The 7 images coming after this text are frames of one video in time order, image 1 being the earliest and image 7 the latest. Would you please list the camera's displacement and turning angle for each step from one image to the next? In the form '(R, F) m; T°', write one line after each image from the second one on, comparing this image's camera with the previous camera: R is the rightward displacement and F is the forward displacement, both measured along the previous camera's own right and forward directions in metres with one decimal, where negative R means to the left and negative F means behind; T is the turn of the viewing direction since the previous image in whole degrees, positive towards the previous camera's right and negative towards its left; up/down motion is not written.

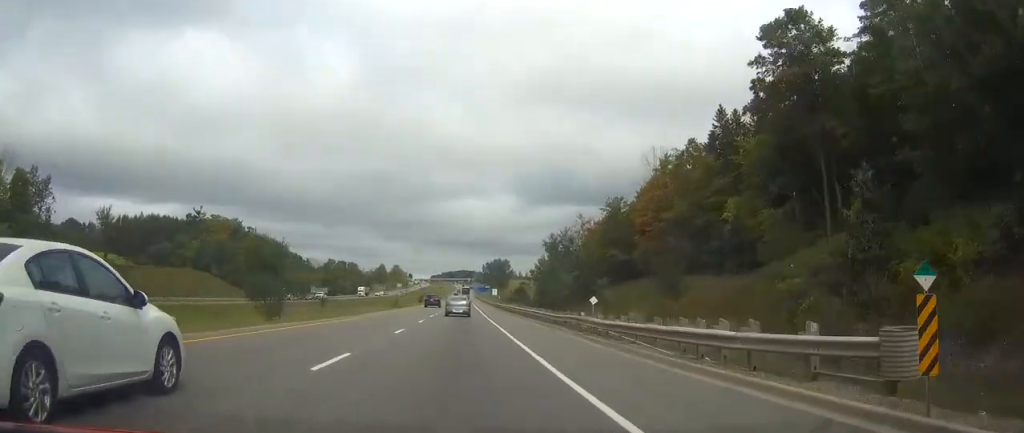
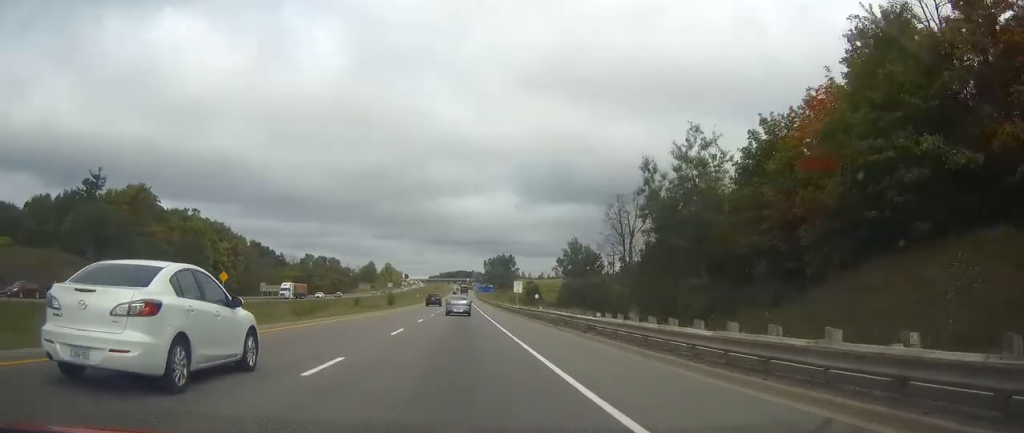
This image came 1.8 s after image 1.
(-0.2, +59.6) m; 0°
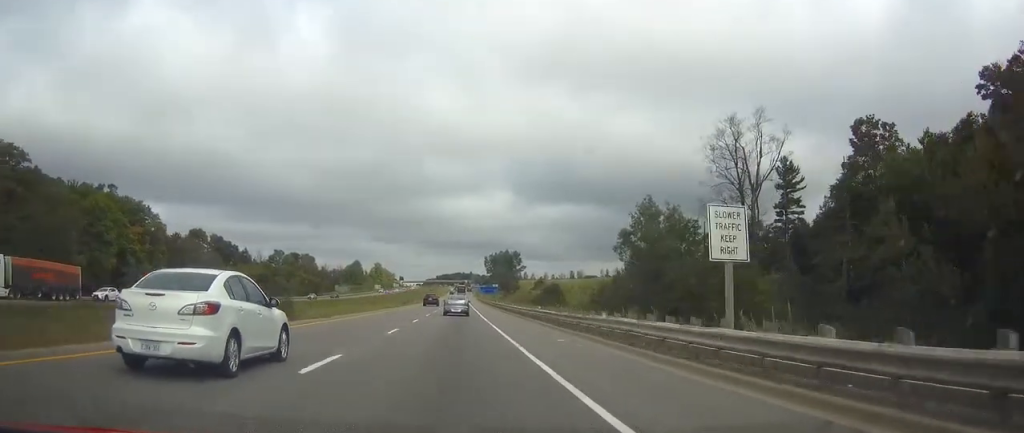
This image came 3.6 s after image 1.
(0.0, +56.4) m; -1°
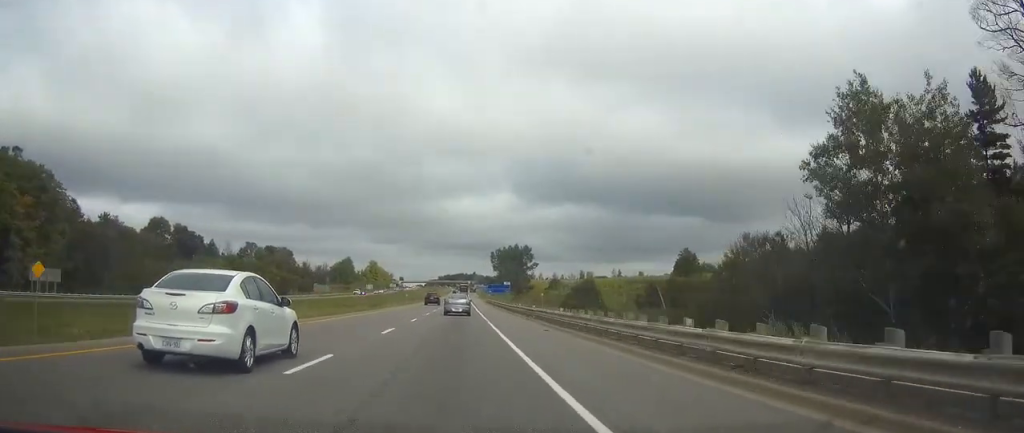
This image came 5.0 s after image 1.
(-0.6, +44.2) m; 0°
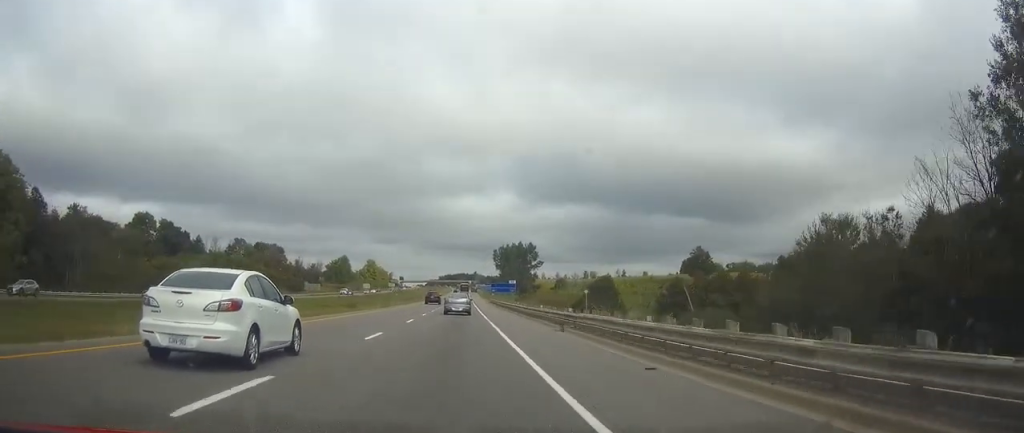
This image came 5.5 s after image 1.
(-0.1, +15.1) m; +1°
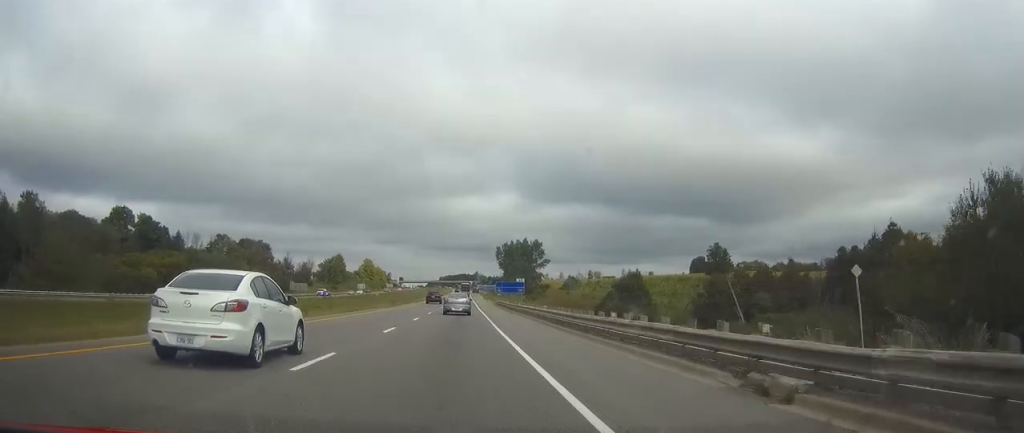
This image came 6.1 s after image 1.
(+0.2, +20.4) m; +1°
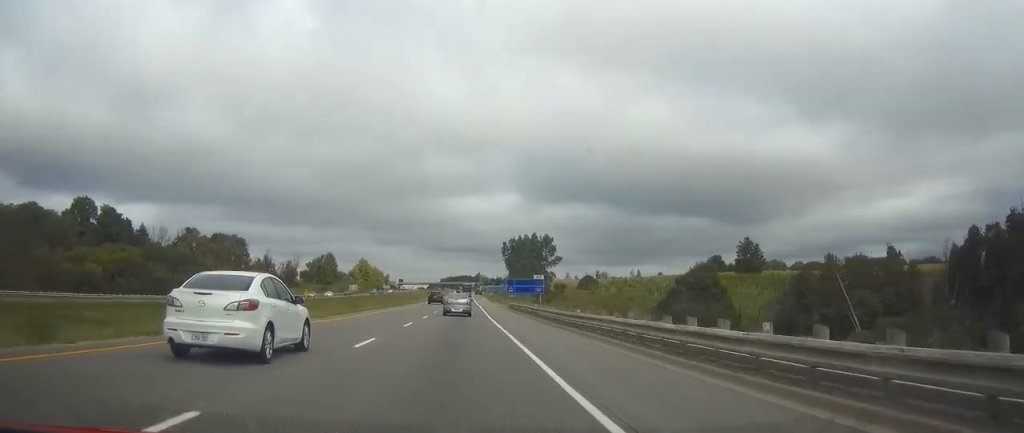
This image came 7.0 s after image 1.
(+0.5, +31.9) m; +1°
